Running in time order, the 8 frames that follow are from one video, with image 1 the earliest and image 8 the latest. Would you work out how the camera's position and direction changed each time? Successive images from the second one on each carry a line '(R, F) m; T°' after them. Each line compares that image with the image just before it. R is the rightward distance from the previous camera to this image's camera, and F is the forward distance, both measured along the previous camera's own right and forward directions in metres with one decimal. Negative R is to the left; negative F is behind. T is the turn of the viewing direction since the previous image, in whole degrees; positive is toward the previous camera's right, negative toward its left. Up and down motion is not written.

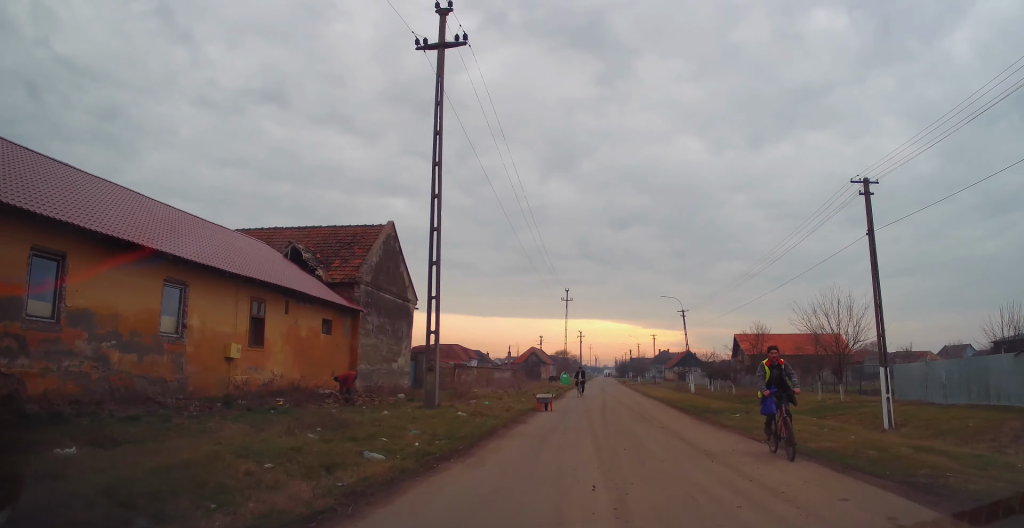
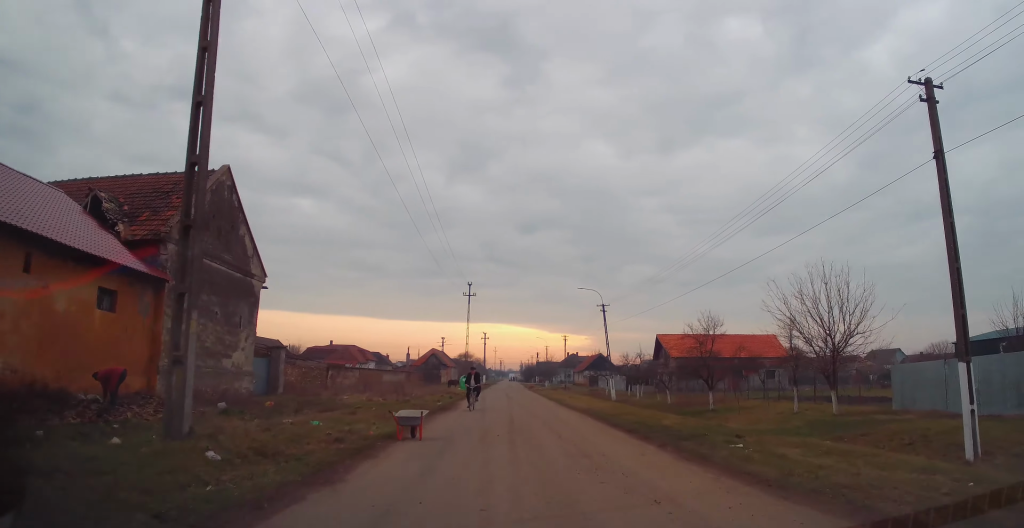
(-0.3, +7.7) m; 0°
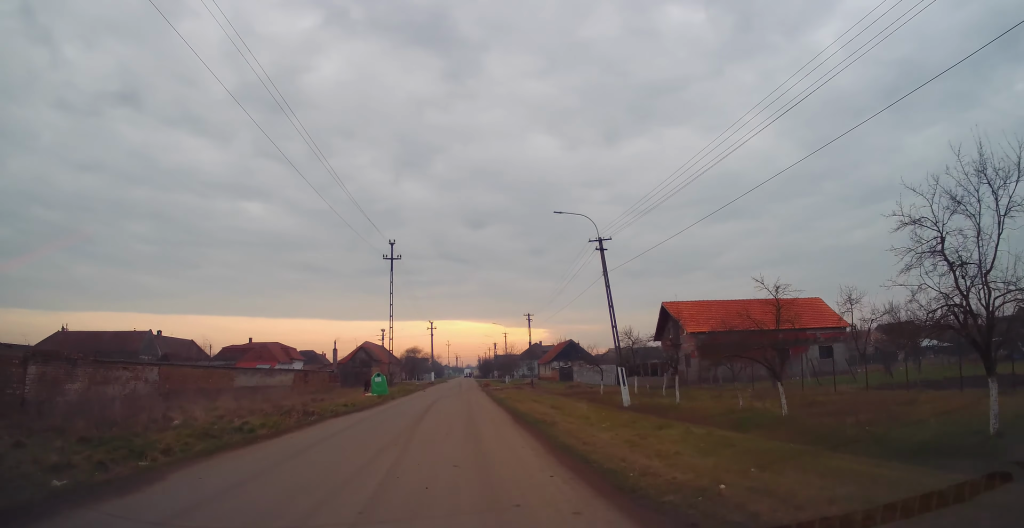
(+0.5, +22.1) m; 0°
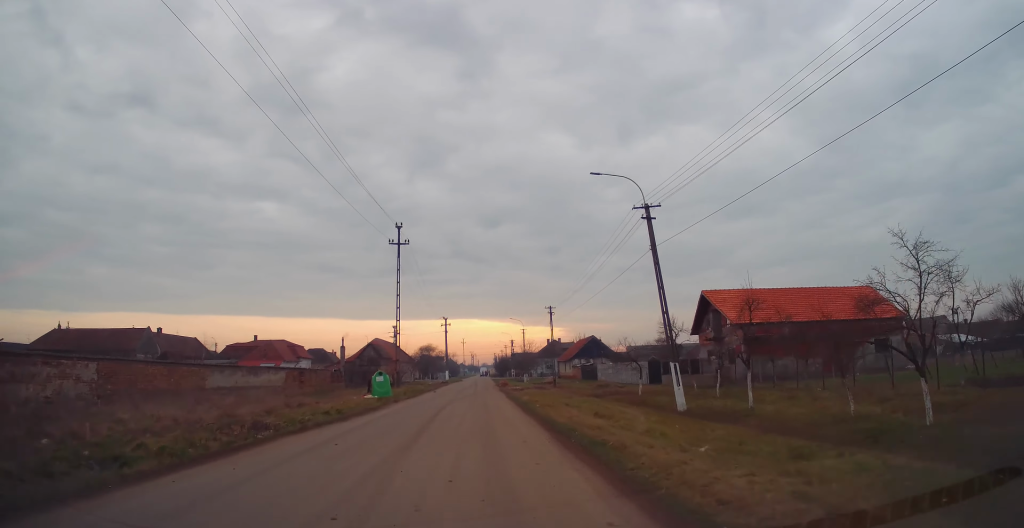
(-0.1, +5.8) m; -1°
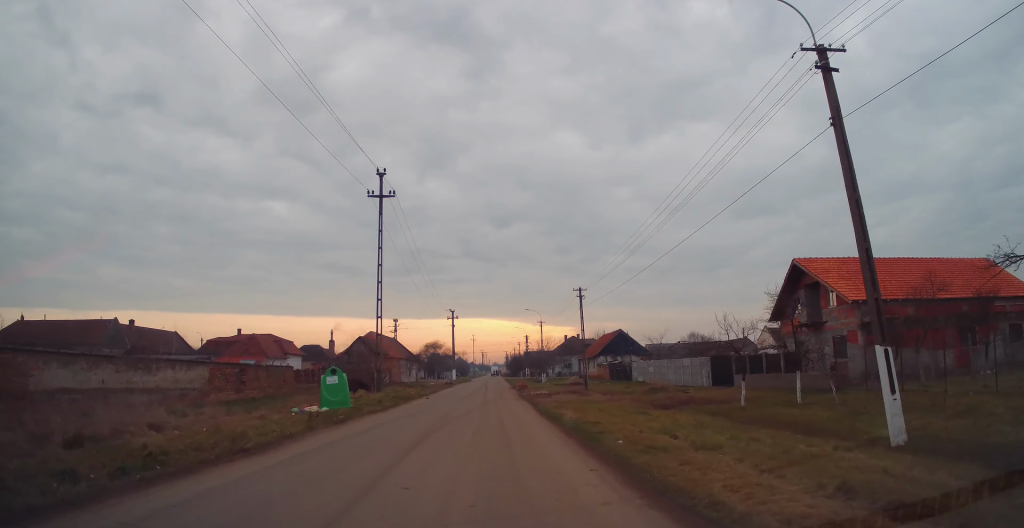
(+0.1, +12.7) m; 0°
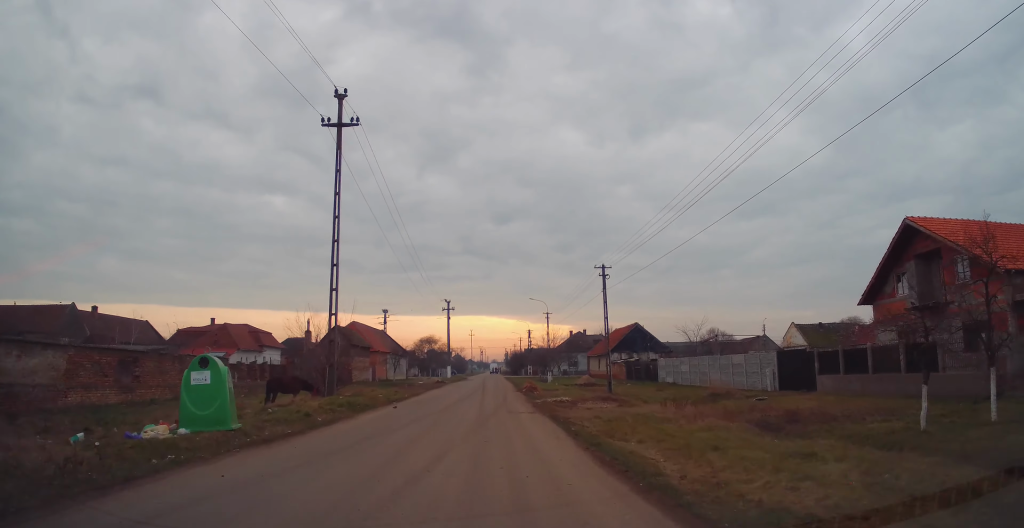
(-0.1, +10.3) m; -1°
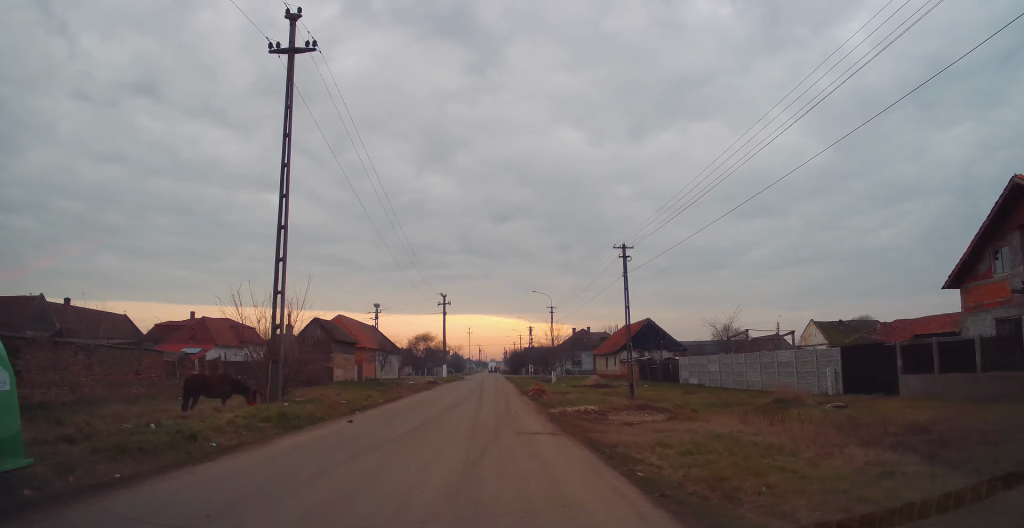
(0.0, +6.7) m; 0°
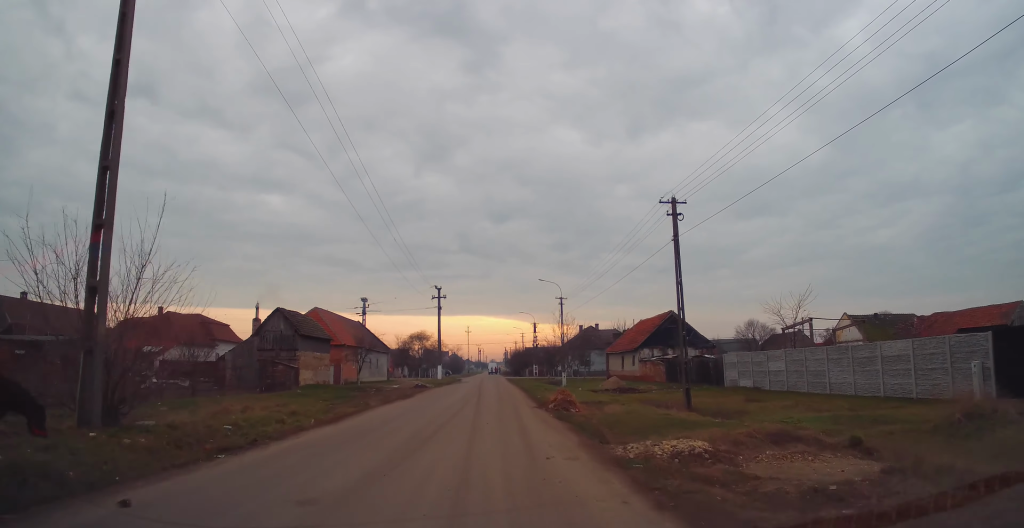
(0.0, +9.5) m; 0°
